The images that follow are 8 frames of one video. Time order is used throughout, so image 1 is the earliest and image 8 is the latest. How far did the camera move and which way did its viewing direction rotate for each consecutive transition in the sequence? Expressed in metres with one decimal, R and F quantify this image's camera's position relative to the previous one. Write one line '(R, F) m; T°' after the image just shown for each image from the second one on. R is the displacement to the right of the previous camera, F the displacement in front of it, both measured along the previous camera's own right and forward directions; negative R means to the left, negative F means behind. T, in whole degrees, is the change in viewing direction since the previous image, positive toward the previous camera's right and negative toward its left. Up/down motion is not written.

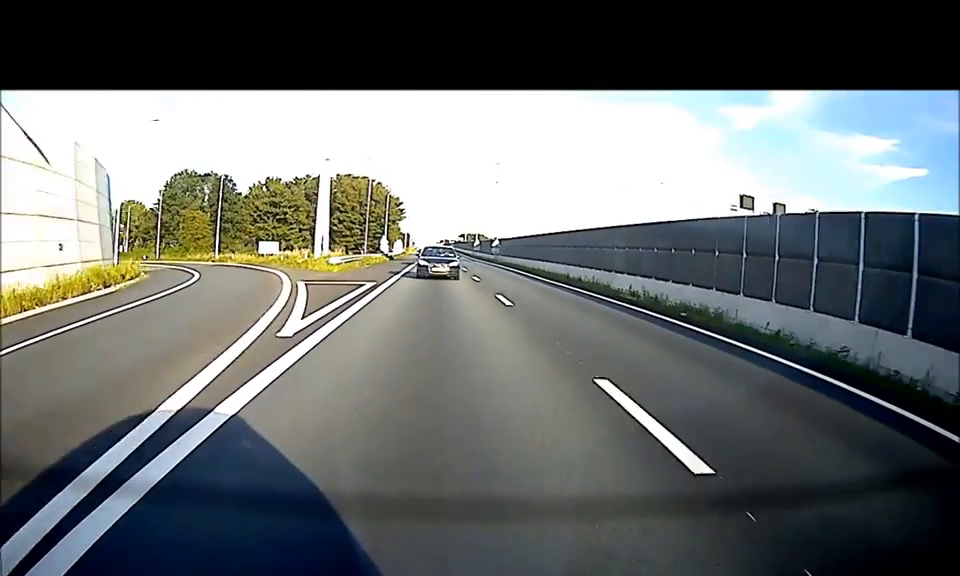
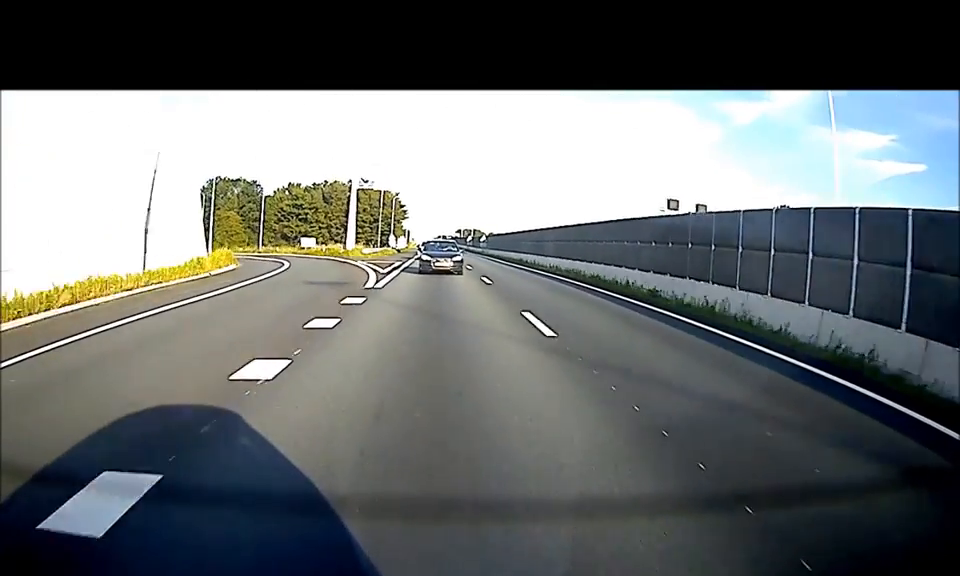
(+0.3, +20.0) m; +1°
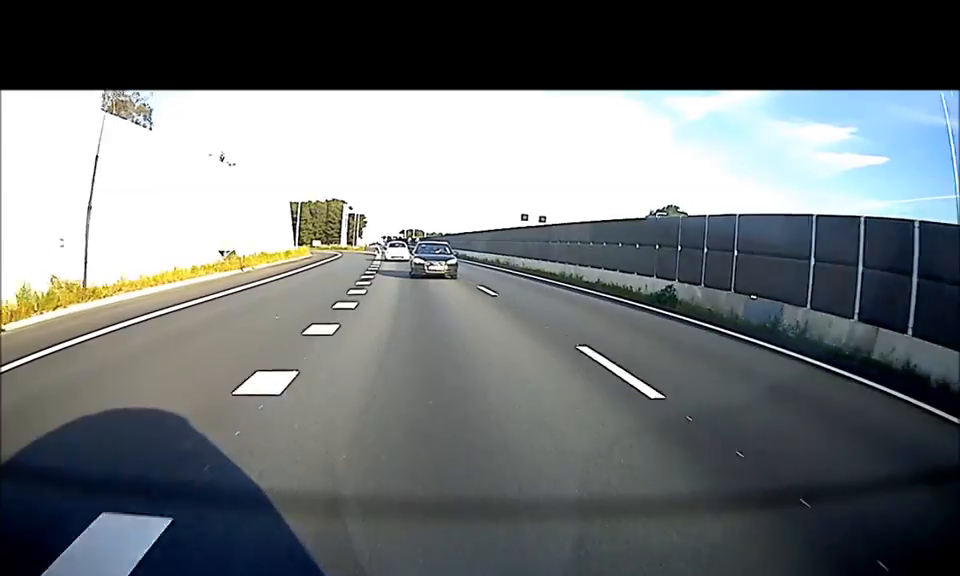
(-0.4, +56.6) m; 0°
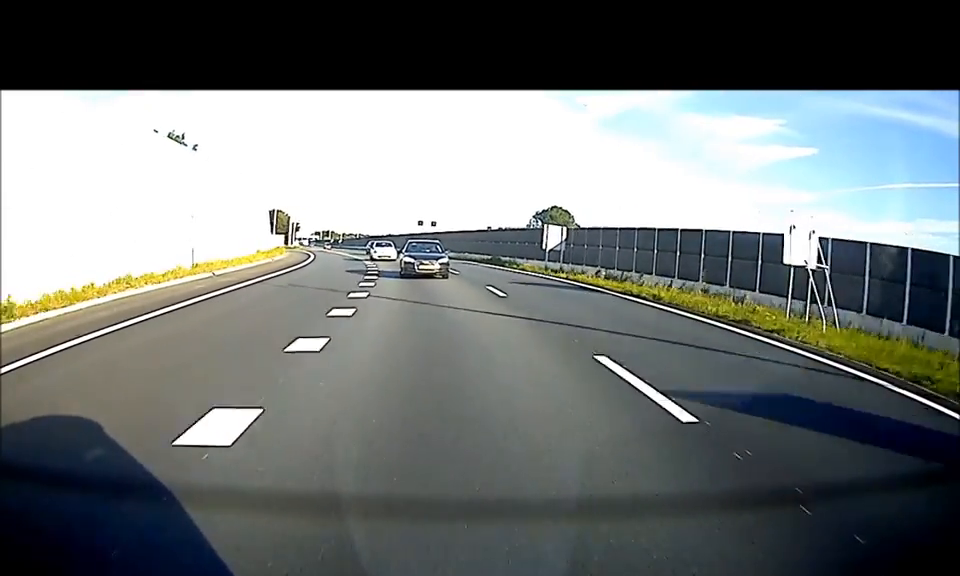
(+2.6, +45.7) m; +7°
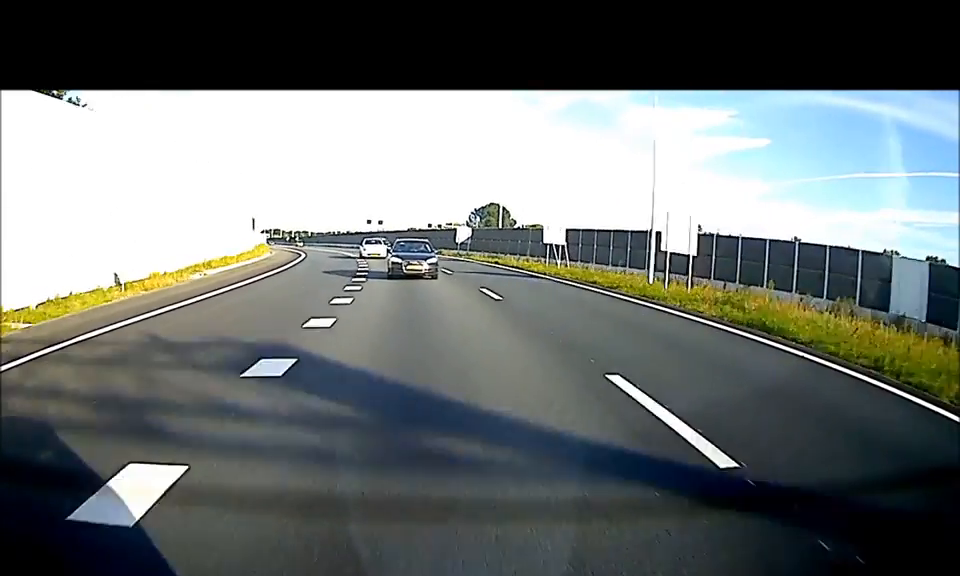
(+0.2, +22.3) m; +4°
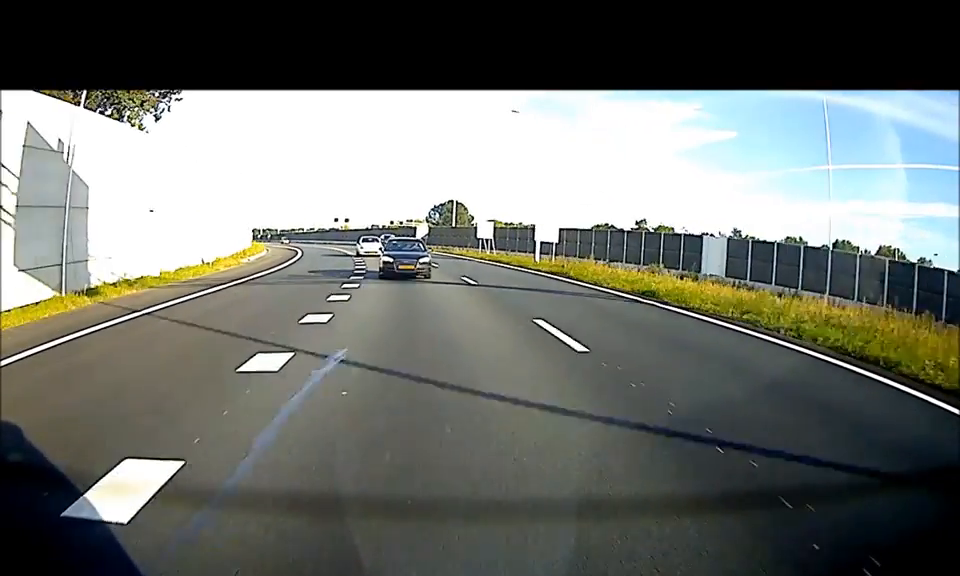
(+1.0, +14.8) m; +3°
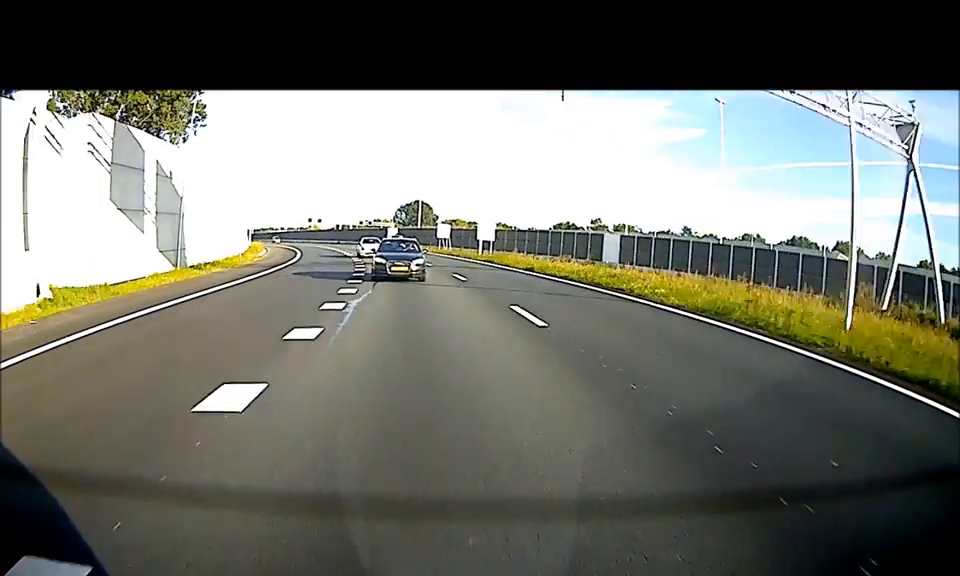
(+0.2, +12.8) m; +3°
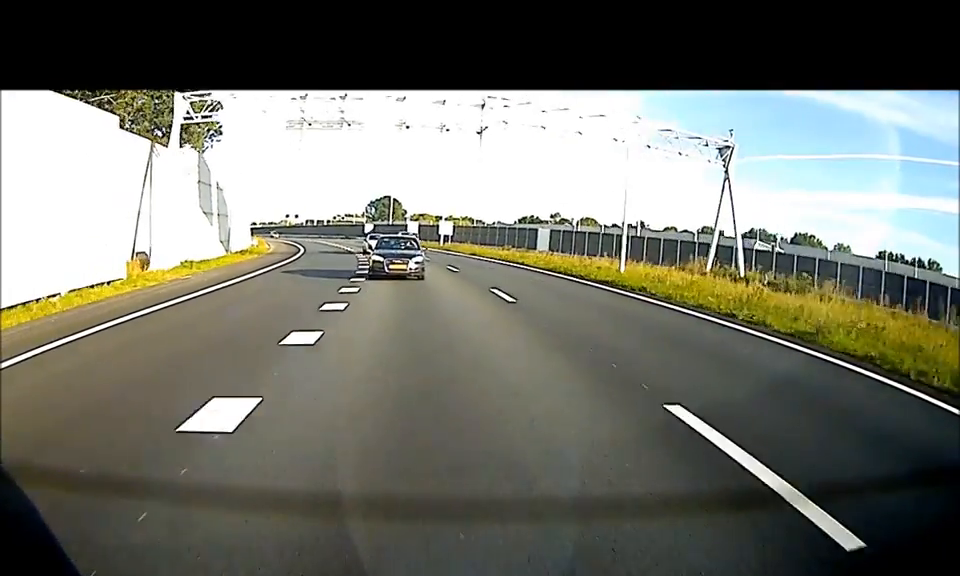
(-0.2, +13.9) m; +3°
